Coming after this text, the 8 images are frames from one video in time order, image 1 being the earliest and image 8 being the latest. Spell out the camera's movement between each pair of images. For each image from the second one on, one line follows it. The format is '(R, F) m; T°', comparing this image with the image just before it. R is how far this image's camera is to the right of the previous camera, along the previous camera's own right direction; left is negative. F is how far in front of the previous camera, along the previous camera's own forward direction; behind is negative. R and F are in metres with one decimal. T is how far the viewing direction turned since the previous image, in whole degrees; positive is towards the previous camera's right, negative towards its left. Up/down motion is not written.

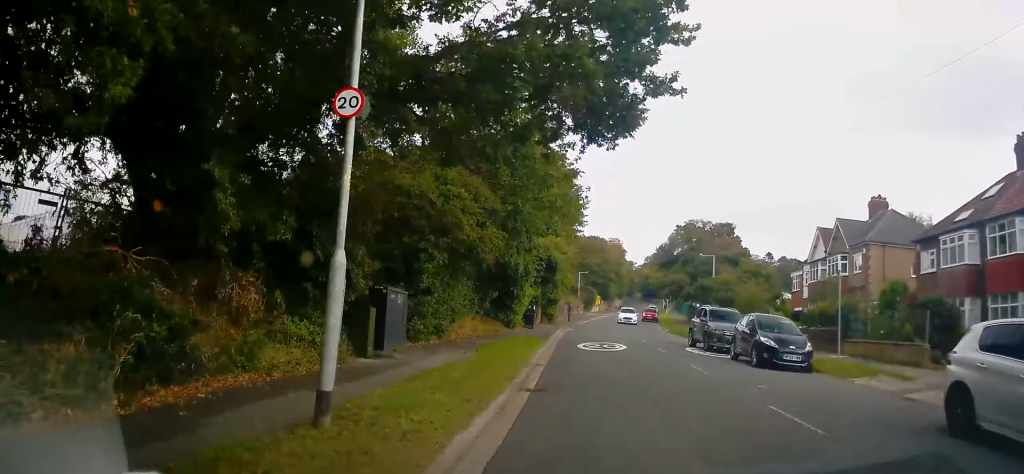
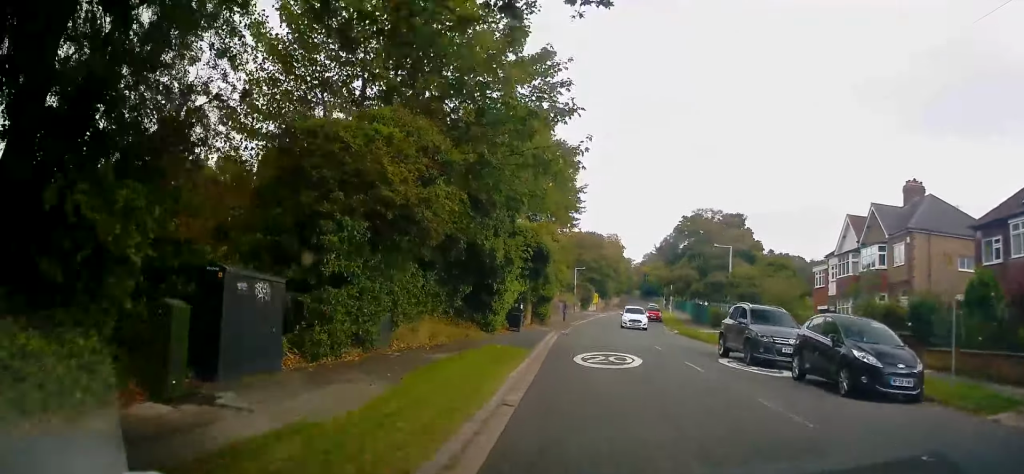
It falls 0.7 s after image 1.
(+0.1, +5.7) m; +1°
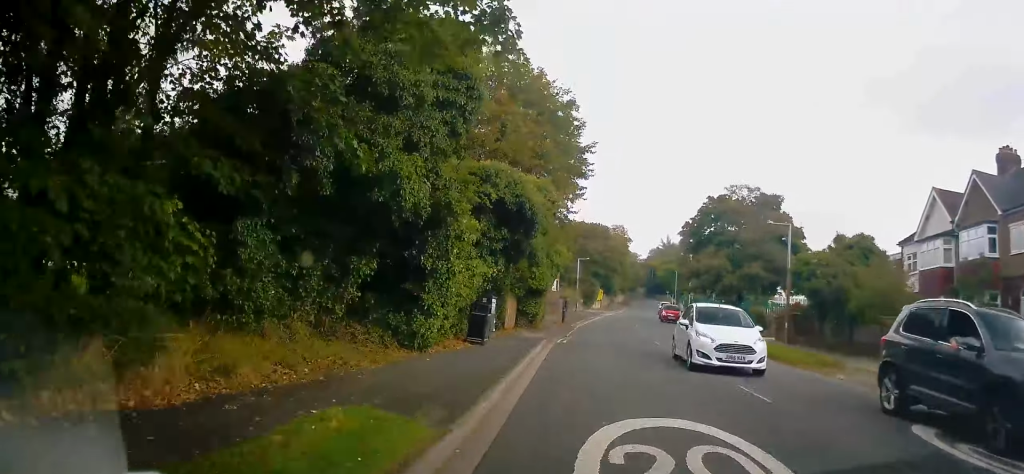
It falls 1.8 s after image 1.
(+0.1, +10.1) m; +1°
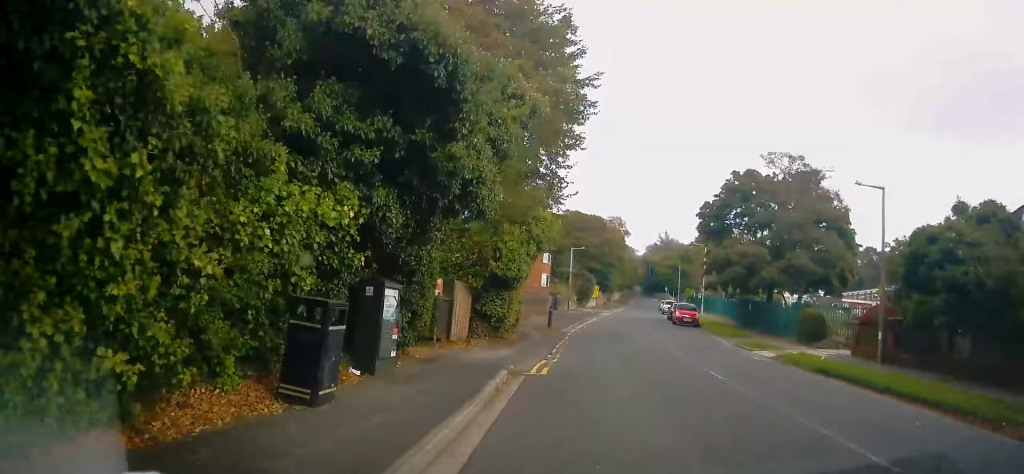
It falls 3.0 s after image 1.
(0.0, +9.8) m; -1°
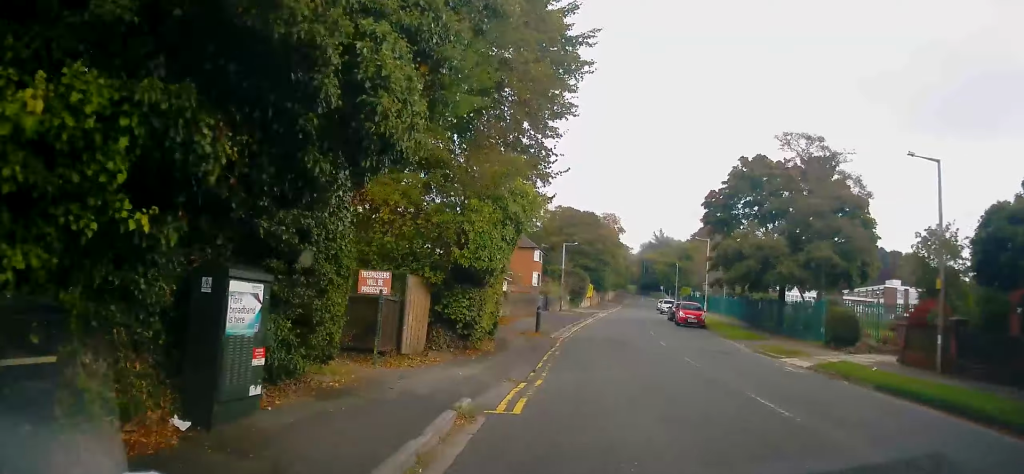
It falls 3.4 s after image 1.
(-0.1, +3.8) m; +1°
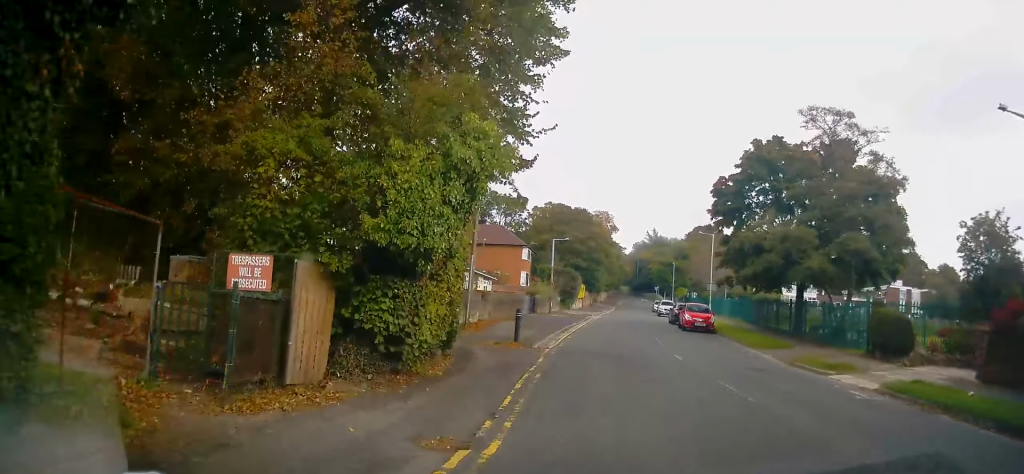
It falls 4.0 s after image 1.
(-0.2, +4.6) m; +2°
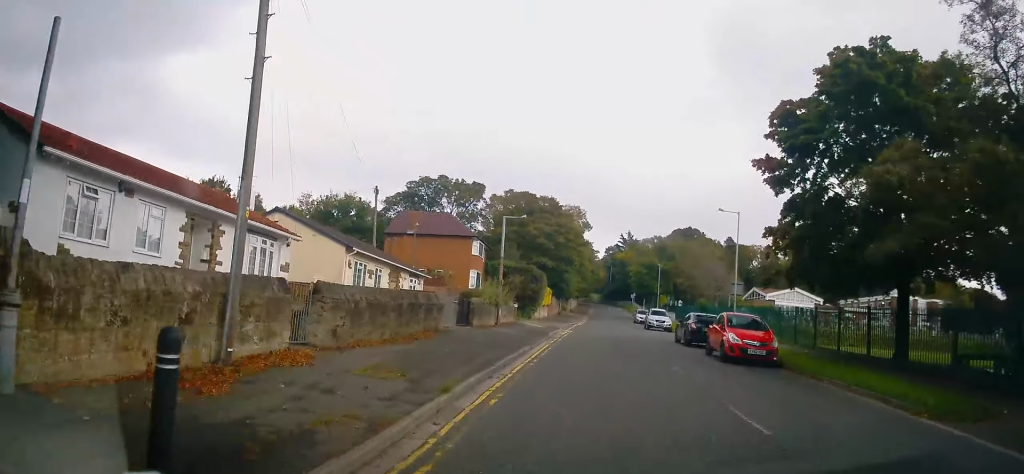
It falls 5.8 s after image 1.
(+0.8, +13.9) m; +4°
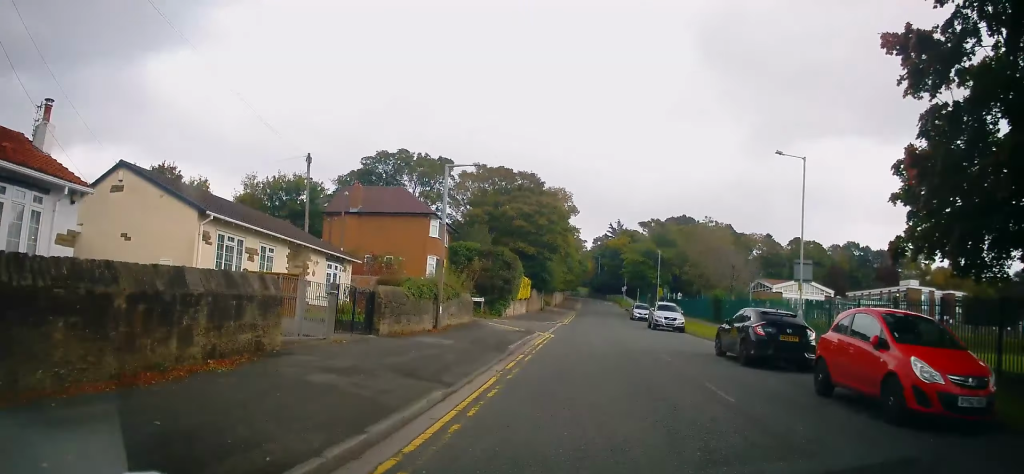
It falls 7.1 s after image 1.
(+0.1, +10.2) m; +1°
